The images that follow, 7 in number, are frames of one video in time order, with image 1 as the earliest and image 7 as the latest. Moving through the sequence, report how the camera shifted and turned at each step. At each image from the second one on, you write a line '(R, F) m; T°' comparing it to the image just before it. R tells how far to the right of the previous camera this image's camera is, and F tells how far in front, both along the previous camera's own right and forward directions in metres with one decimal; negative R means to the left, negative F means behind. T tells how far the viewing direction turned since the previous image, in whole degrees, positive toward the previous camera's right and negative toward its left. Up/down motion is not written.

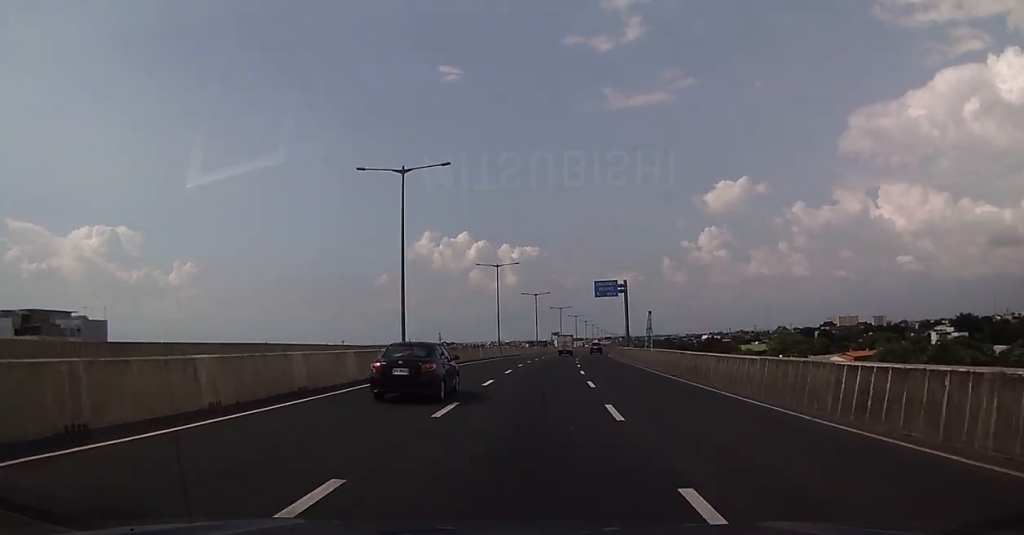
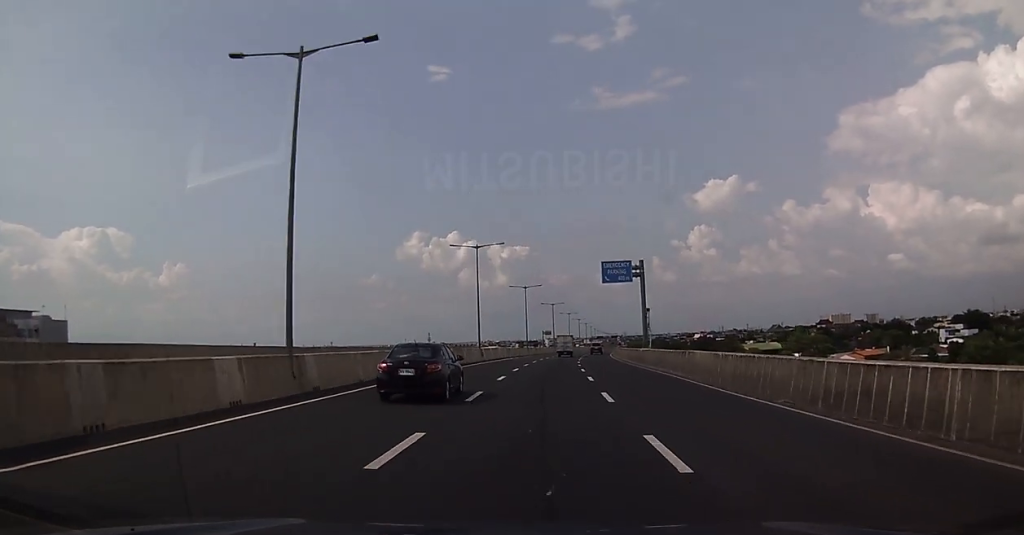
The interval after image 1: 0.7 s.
(+0.1, +14.2) m; +1°
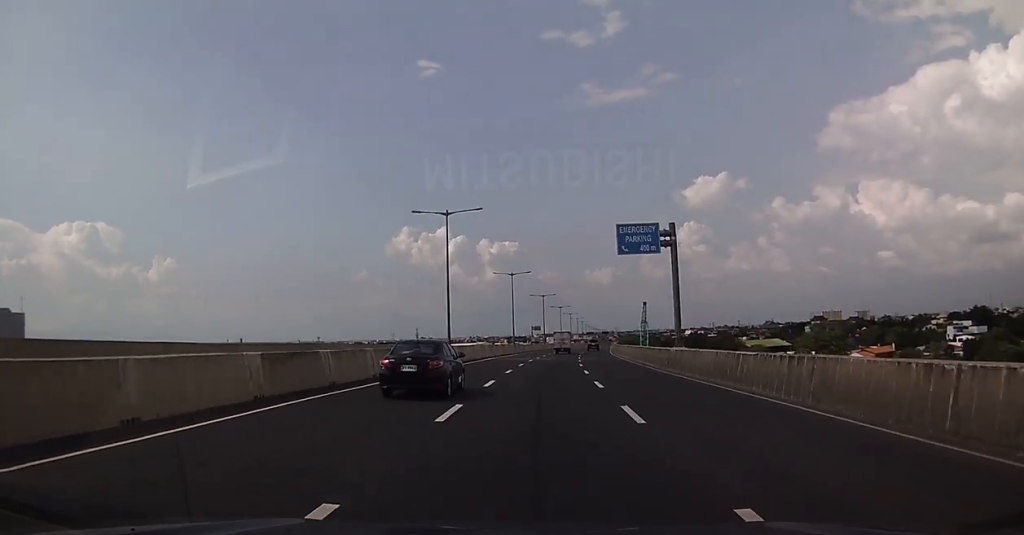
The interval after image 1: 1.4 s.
(+0.1, +13.7) m; +1°
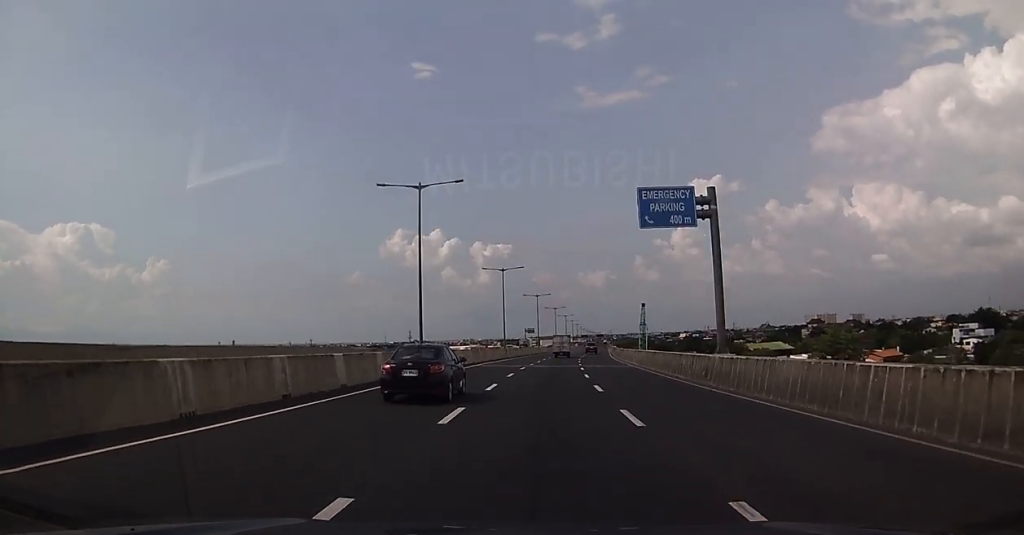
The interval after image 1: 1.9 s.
(+0.2, +8.6) m; 0°
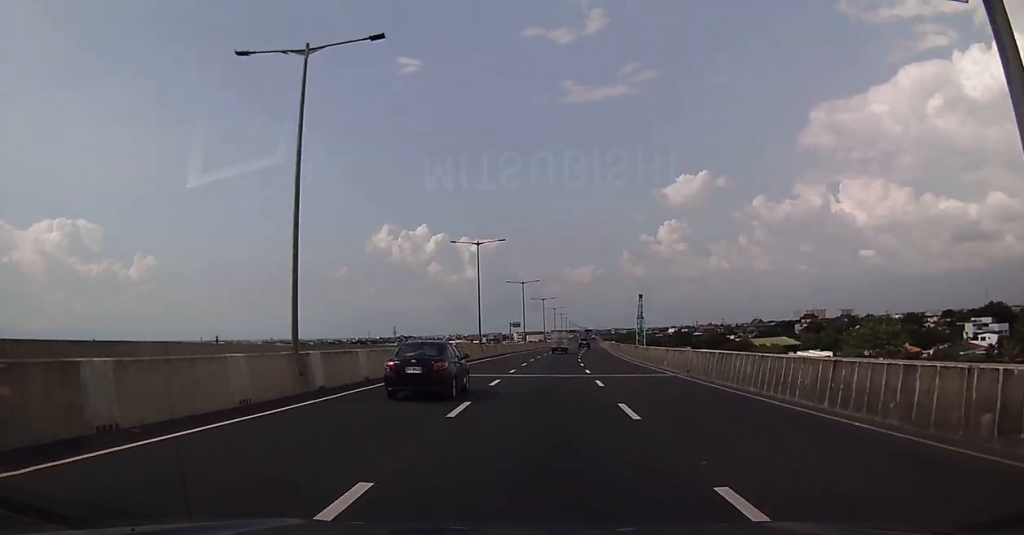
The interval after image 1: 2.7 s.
(0.0, +17.4) m; +1°
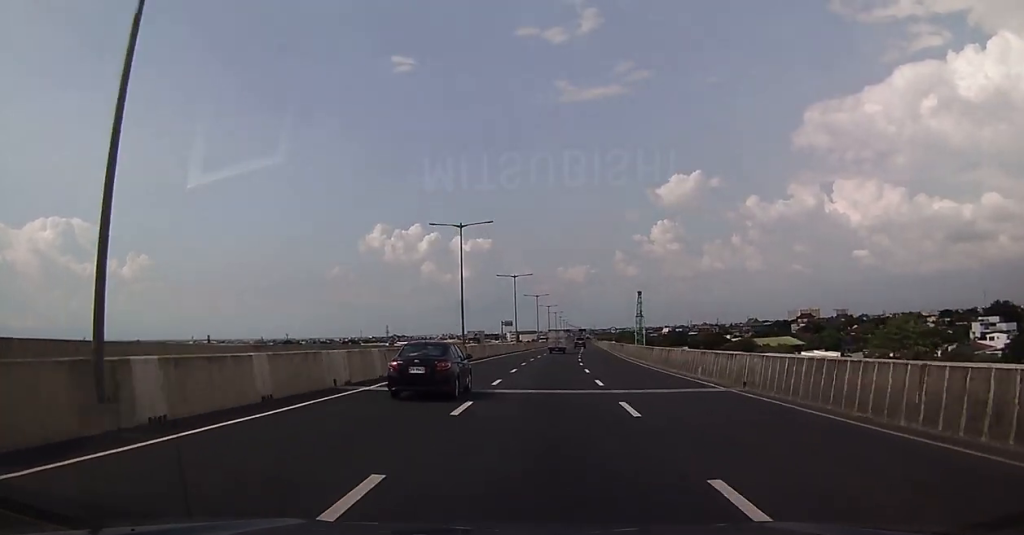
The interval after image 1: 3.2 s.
(-0.3, +8.8) m; +1°
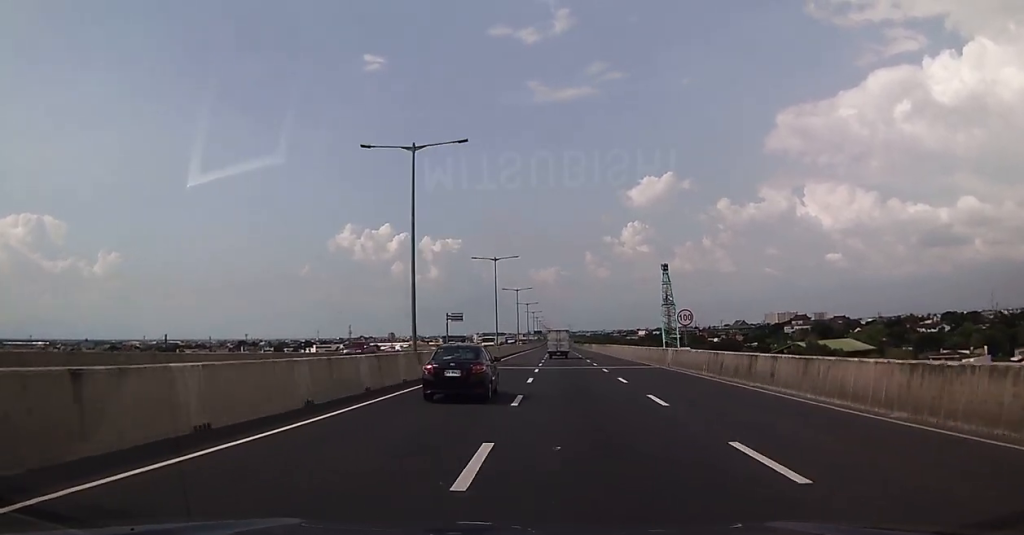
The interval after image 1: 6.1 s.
(+1.1, +59.6) m; +2°
